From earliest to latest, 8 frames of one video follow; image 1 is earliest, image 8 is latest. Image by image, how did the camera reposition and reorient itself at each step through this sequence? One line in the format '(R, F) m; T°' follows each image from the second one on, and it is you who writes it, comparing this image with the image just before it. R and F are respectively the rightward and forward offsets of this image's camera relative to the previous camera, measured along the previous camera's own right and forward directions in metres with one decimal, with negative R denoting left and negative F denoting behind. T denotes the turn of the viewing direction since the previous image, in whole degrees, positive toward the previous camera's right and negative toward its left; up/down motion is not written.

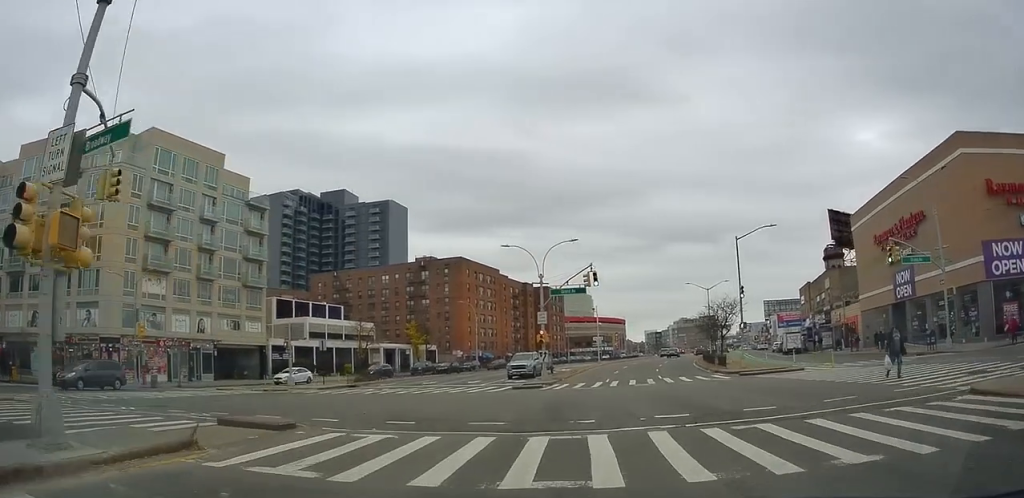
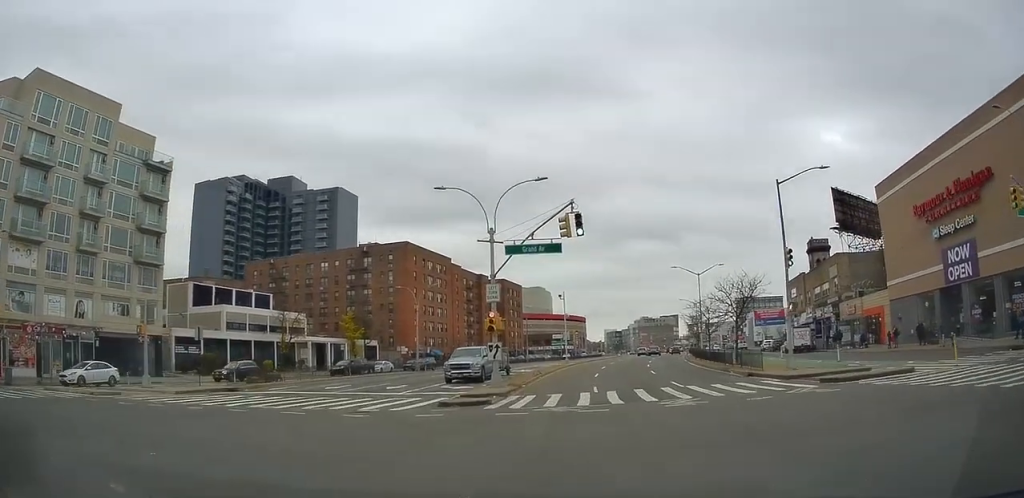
(-0.2, +12.6) m; +1°
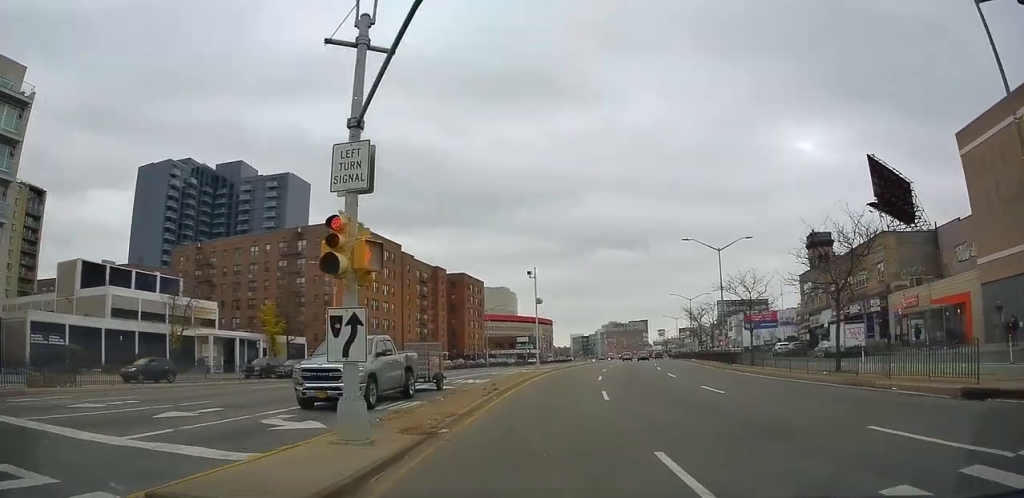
(+0.8, +16.1) m; +6°
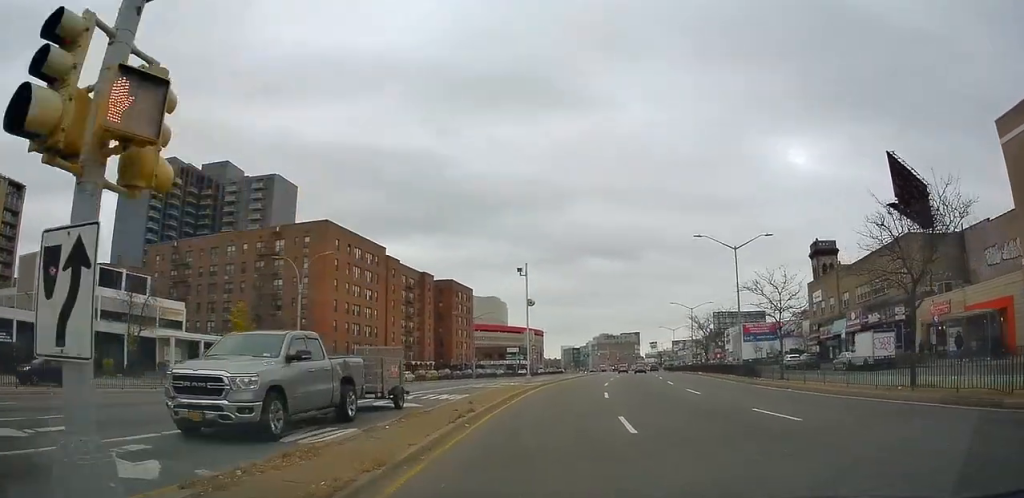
(+0.2, +5.3) m; +1°
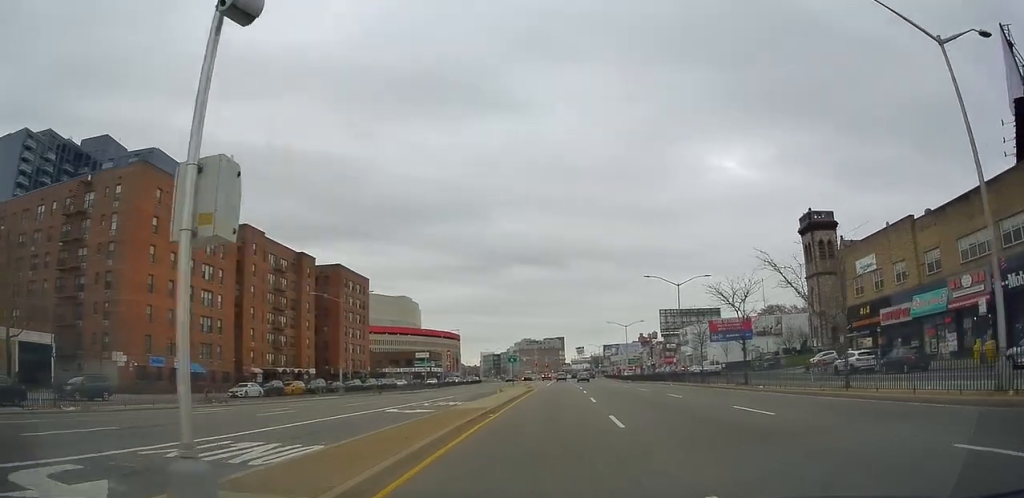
(+1.8, +27.4) m; +9°
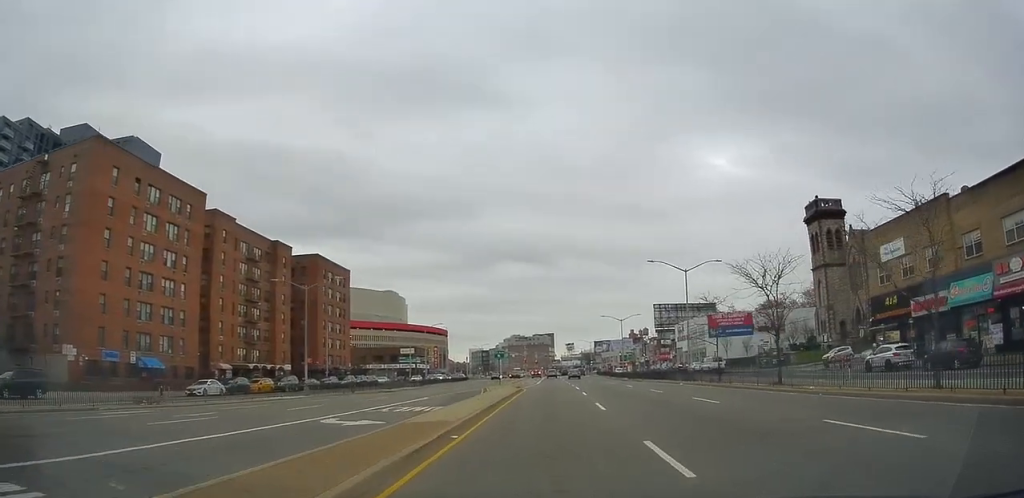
(+0.2, +5.8) m; 0°
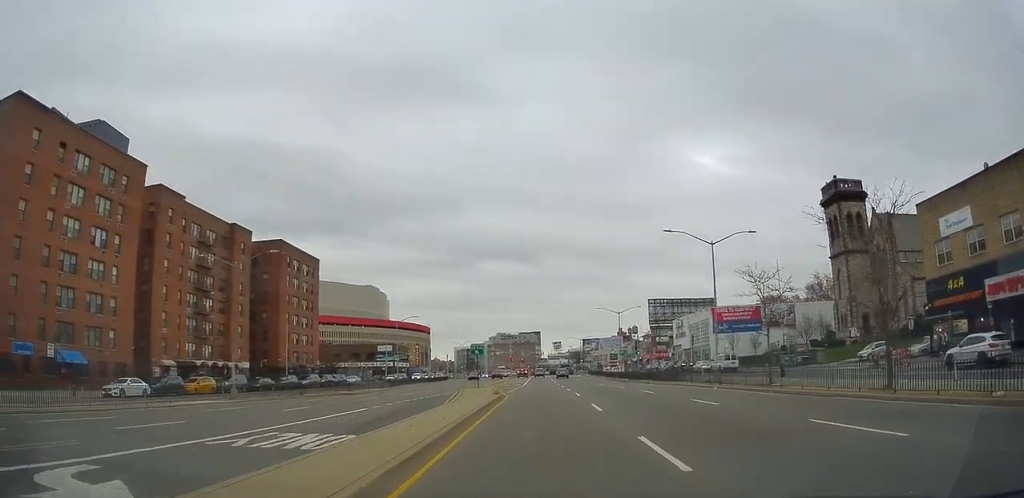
(+0.2, +9.8) m; -1°
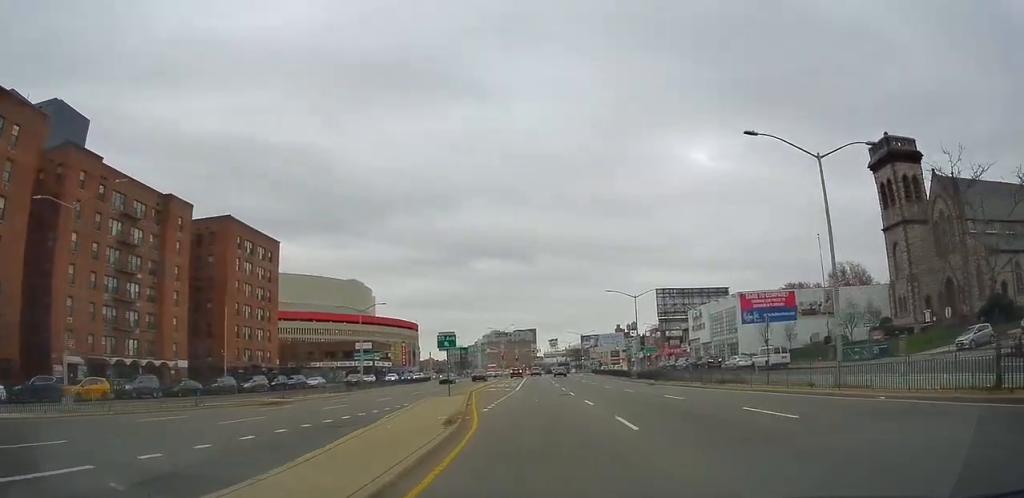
(-0.3, +14.7) m; +3°
